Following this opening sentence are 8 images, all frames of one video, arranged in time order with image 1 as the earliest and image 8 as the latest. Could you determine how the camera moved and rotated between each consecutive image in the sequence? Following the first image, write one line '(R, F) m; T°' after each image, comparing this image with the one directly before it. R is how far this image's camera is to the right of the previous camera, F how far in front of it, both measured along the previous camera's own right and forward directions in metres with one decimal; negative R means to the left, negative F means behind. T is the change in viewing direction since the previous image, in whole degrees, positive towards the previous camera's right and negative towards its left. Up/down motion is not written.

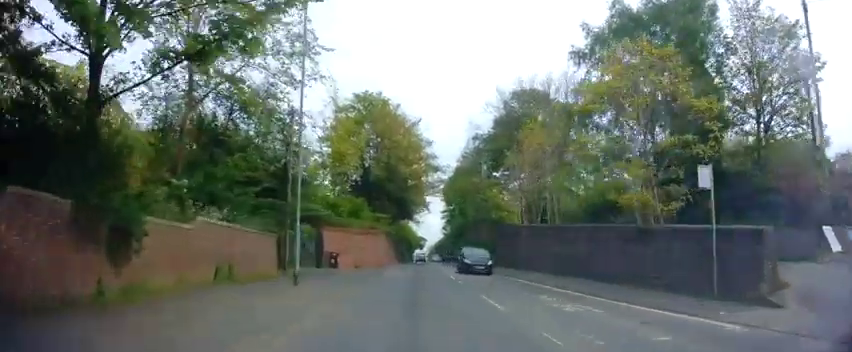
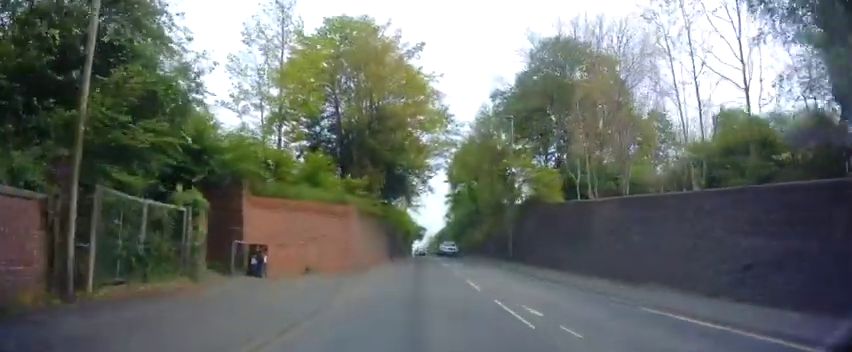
(+0.2, +13.8) m; -1°
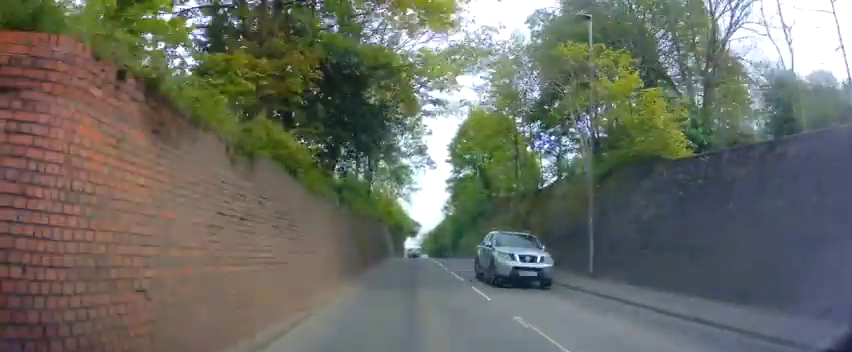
(-0.4, +16.1) m; 0°
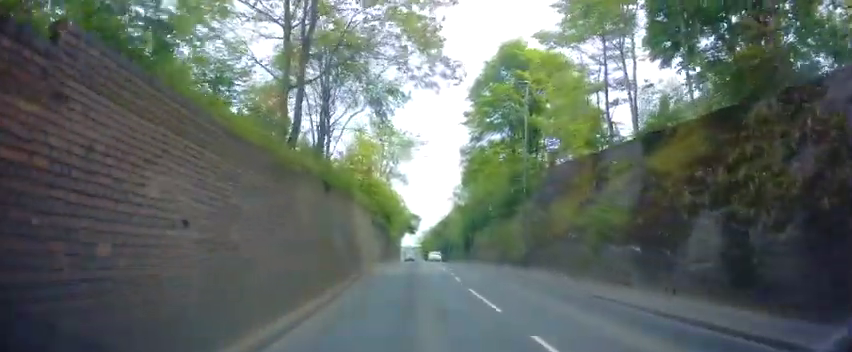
(+0.3, +18.7) m; +1°
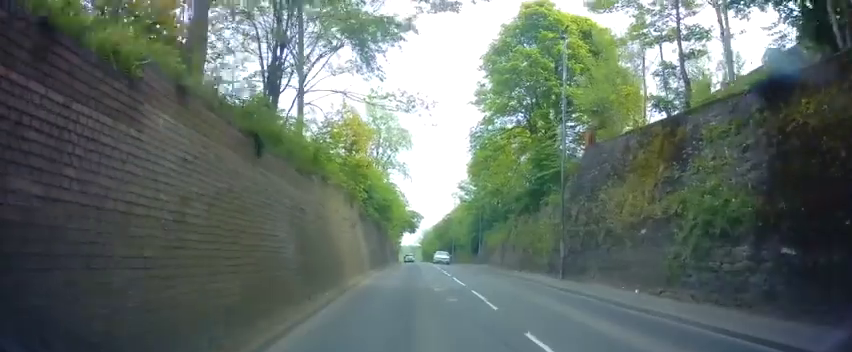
(0.0, +6.3) m; -1°
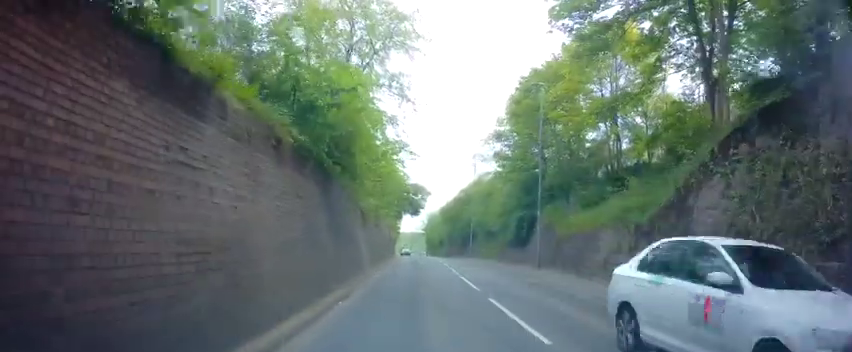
(-0.5, +21.3) m; -3°
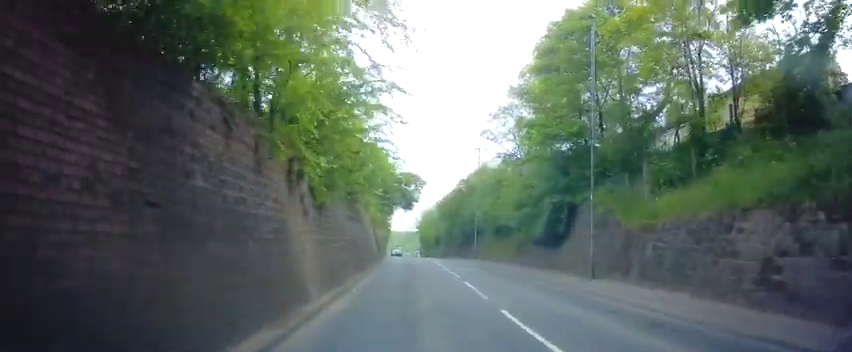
(-0.1, +8.7) m; 0°
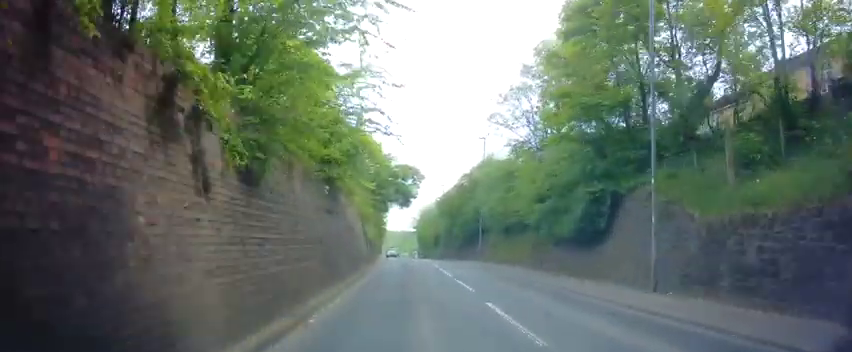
(0.0, +5.0) m; 0°
